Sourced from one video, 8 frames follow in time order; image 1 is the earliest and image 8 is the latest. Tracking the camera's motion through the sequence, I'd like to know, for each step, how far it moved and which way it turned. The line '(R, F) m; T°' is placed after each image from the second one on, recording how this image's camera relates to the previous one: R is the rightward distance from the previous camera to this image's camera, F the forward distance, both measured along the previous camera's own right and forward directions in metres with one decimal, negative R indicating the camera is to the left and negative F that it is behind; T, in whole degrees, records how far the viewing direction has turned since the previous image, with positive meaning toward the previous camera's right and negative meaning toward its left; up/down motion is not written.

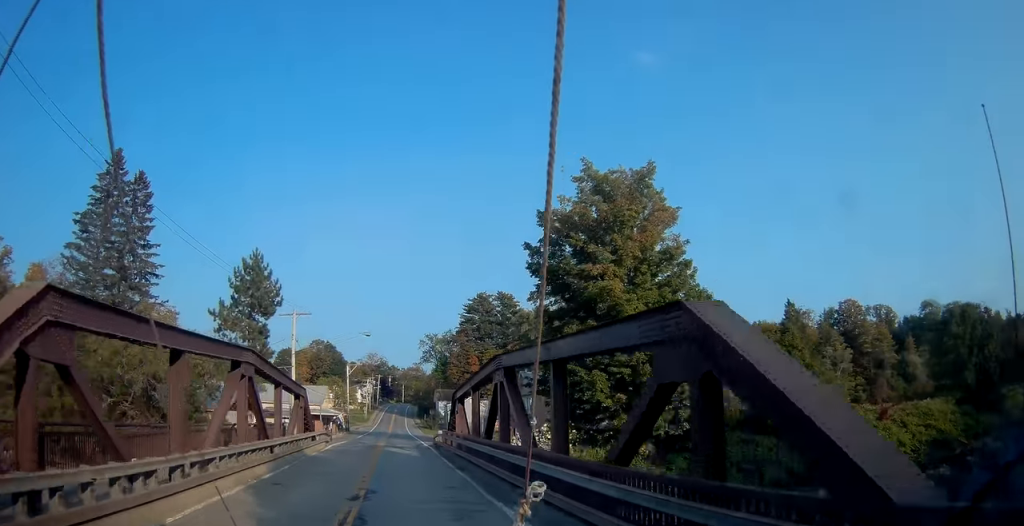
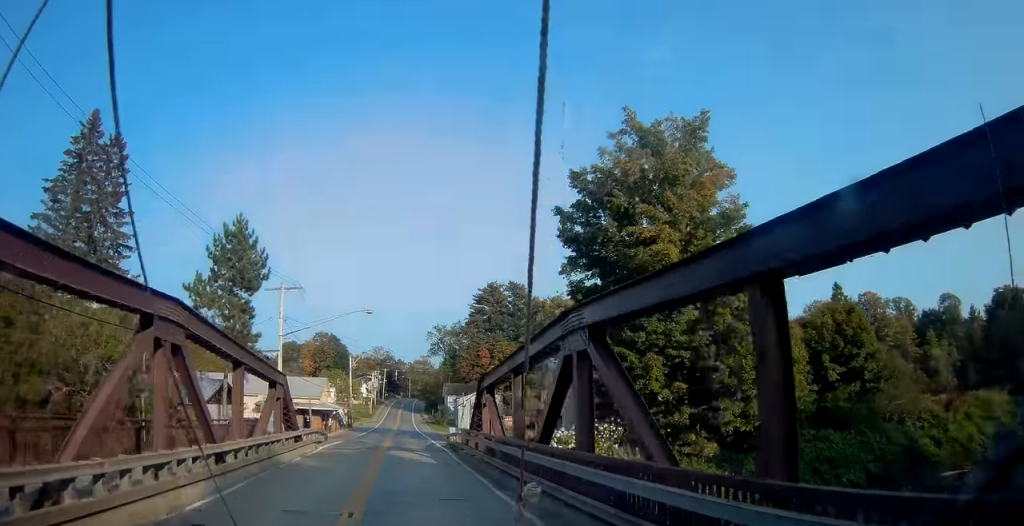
(+0.3, +6.5) m; 0°
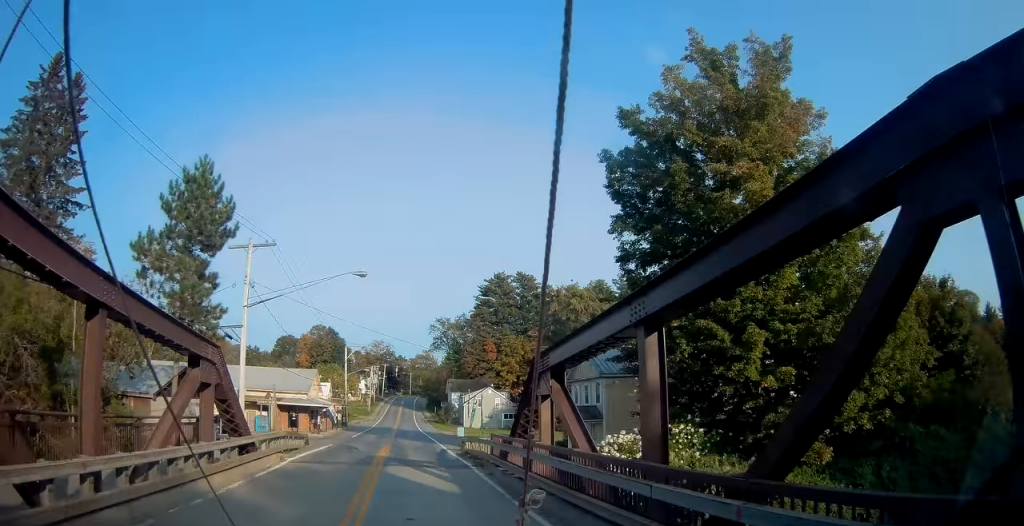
(-0.4, +8.3) m; 0°
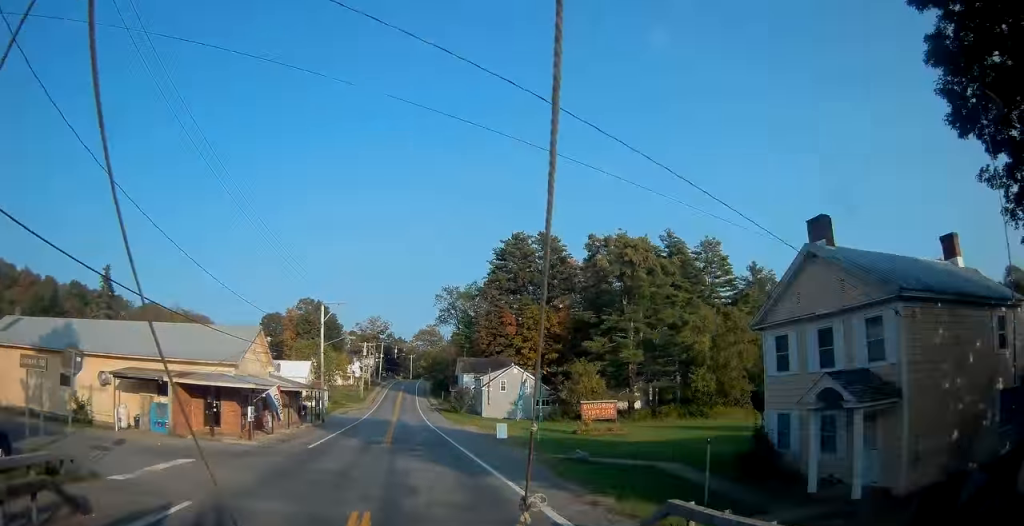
(+0.1, +22.7) m; 0°
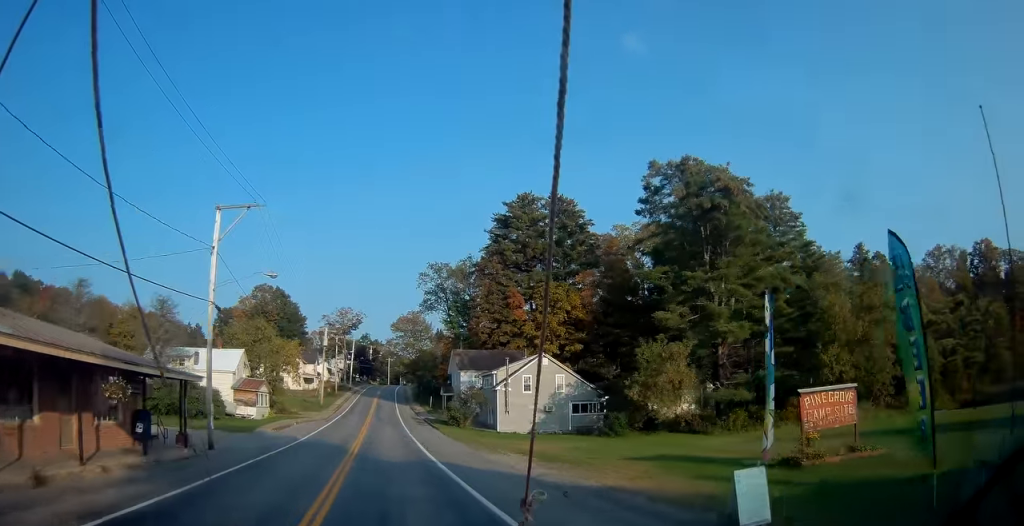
(+0.6, +26.1) m; +2°
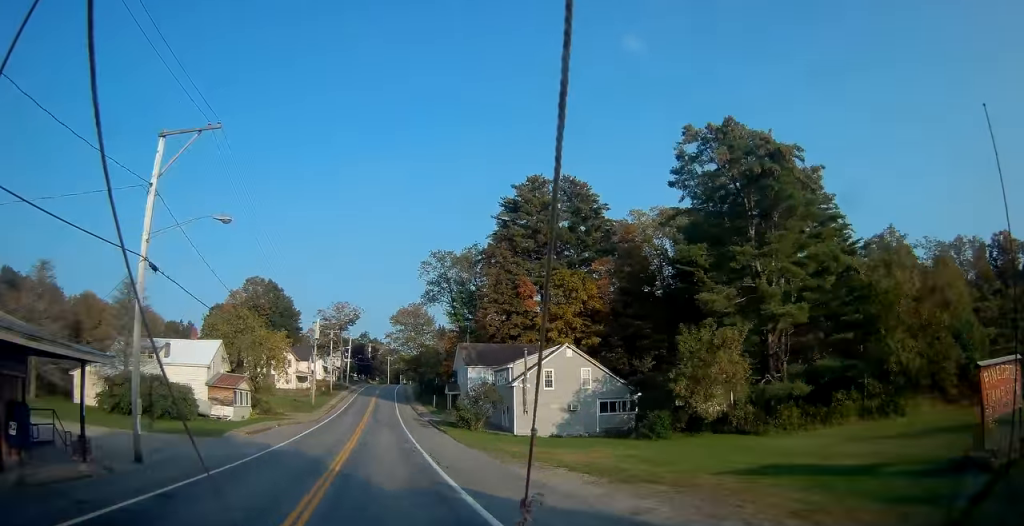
(0.0, +7.3) m; 0°
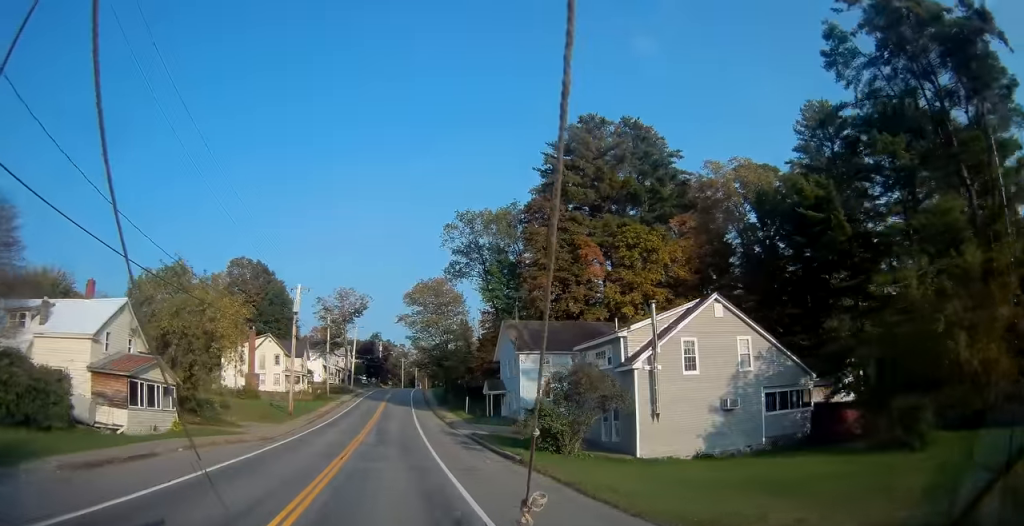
(-0.4, +20.5) m; -2°
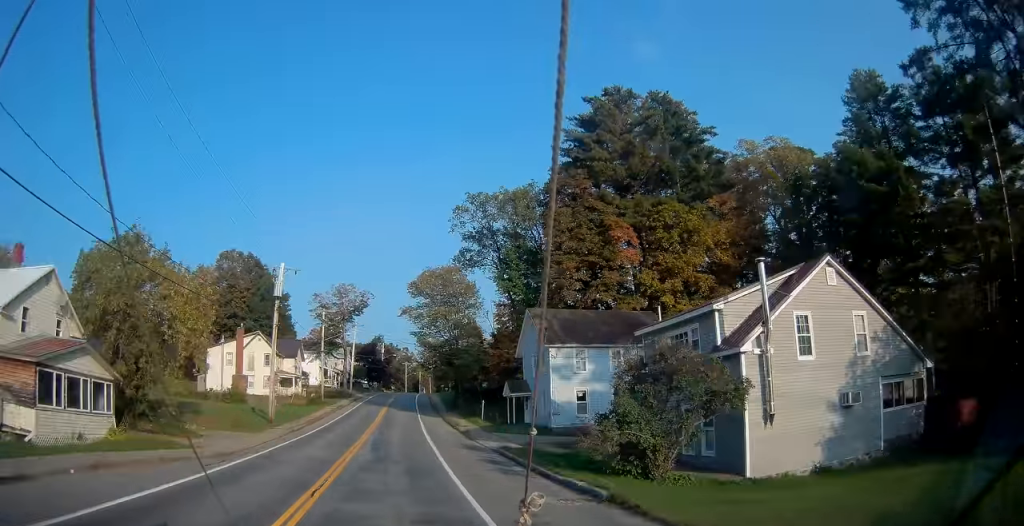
(-0.1, +7.8) m; 0°
